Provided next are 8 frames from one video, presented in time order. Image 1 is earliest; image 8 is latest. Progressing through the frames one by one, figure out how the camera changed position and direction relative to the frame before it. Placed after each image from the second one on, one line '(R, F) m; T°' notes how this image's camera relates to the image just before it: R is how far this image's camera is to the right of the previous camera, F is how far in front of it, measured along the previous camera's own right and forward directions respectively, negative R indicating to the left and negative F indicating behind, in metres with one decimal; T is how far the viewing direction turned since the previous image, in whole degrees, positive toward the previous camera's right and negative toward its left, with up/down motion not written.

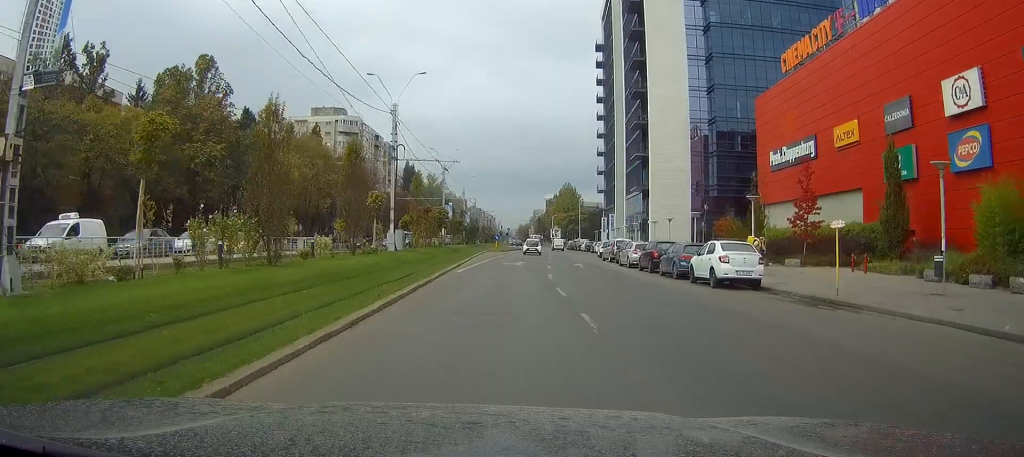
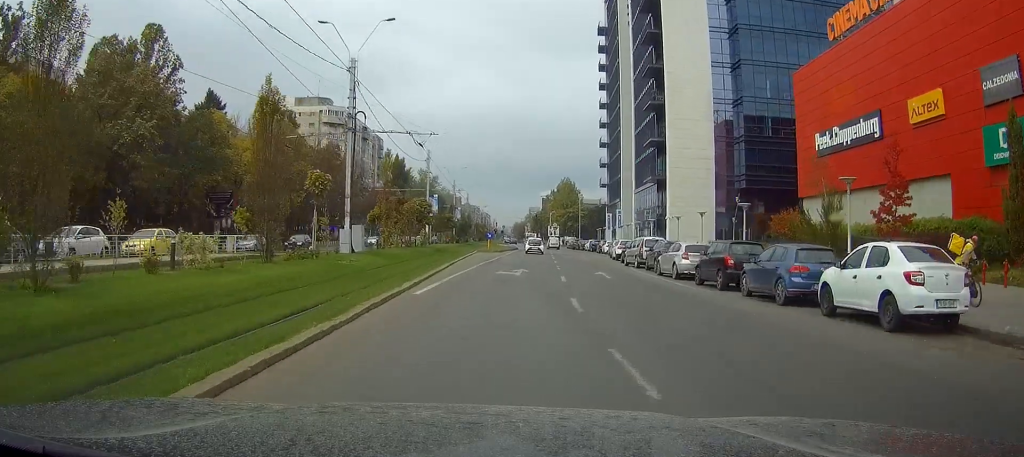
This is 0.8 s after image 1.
(0.0, +11.3) m; 0°
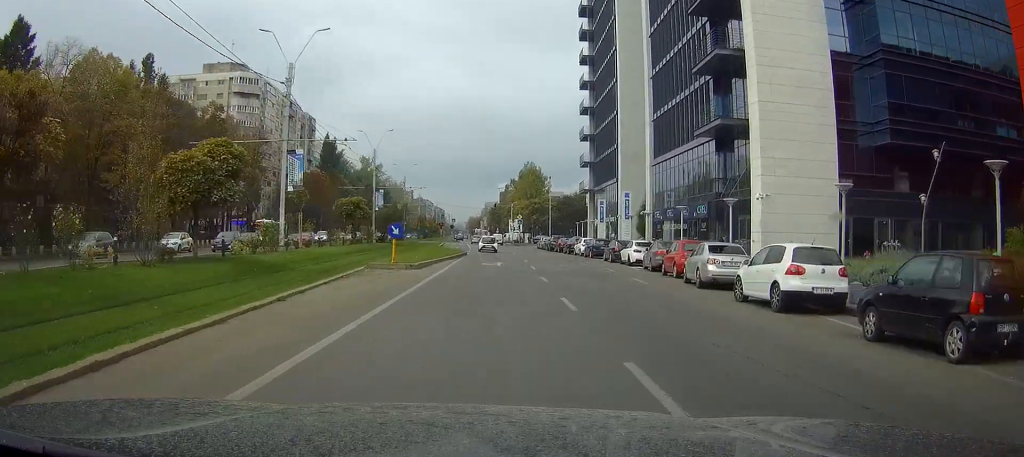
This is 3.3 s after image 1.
(+0.7, +34.9) m; +3°
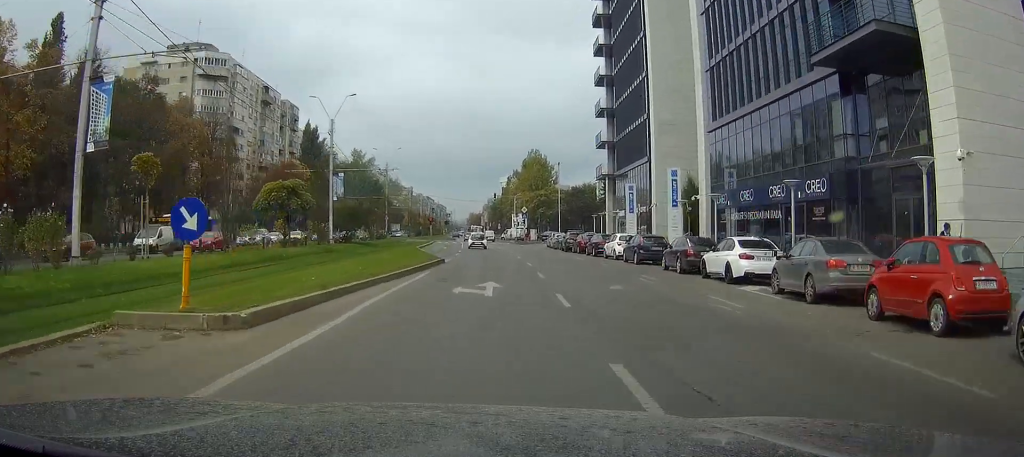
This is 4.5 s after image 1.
(+0.3, +17.7) m; +1°
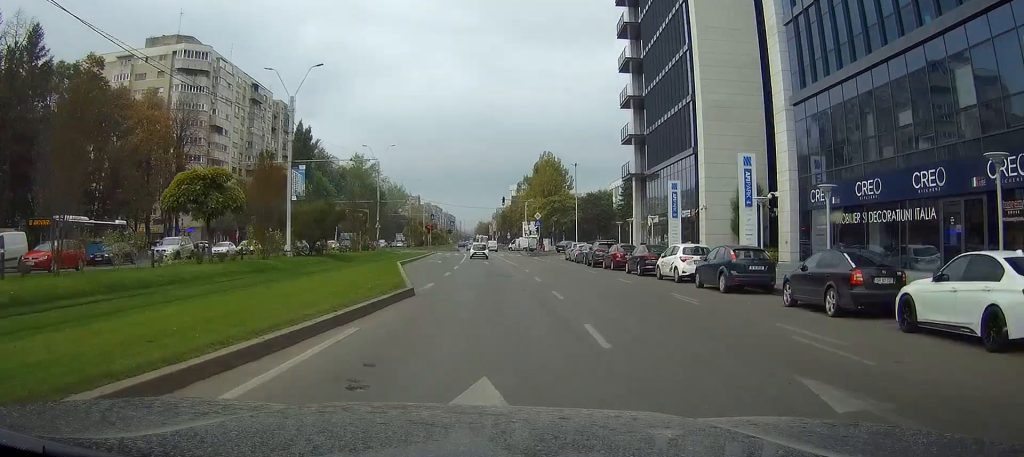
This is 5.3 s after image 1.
(-0.1, +12.7) m; -1°
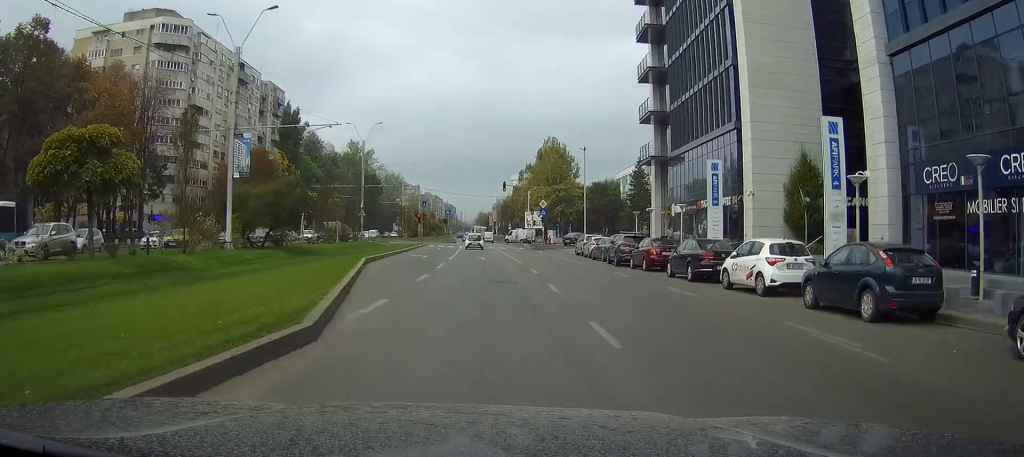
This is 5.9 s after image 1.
(-0.1, +9.4) m; -1°
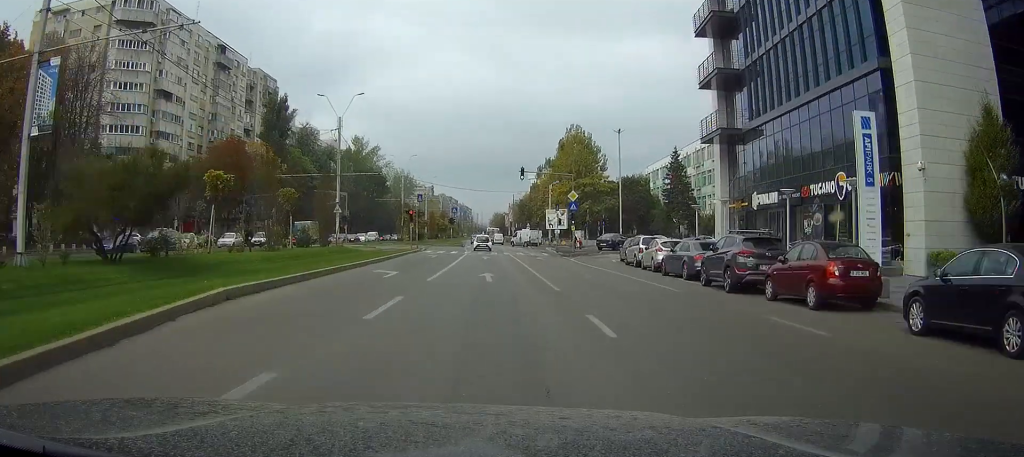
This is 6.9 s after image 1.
(-0.2, +16.5) m; -1°
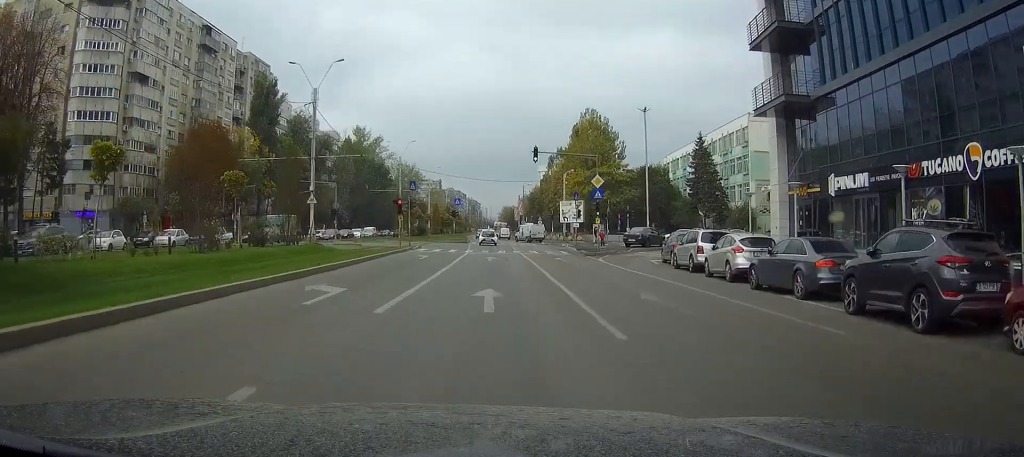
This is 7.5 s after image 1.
(0.0, +9.7) m; -1°
